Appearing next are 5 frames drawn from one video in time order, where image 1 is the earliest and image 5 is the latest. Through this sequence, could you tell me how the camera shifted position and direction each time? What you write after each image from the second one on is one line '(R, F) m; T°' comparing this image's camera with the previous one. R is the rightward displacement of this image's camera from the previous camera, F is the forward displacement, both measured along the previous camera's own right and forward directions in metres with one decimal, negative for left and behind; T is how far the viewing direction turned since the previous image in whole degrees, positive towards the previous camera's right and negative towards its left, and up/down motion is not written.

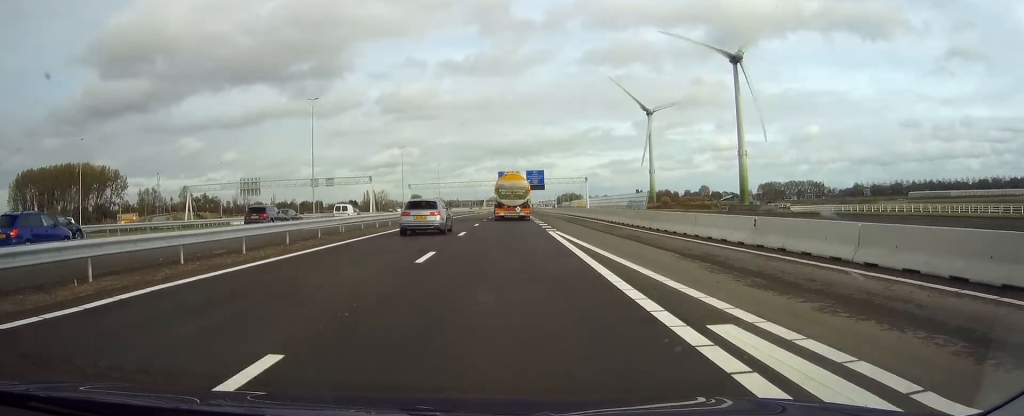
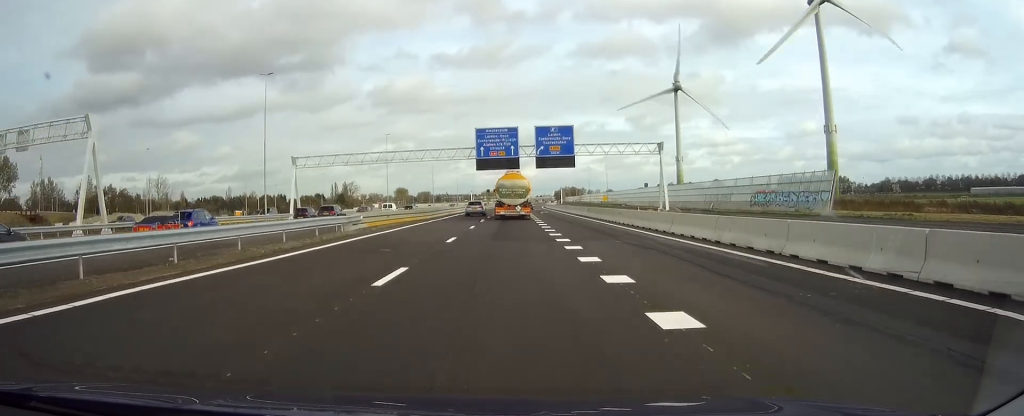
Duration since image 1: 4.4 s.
(+0.2, +100.7) m; +1°
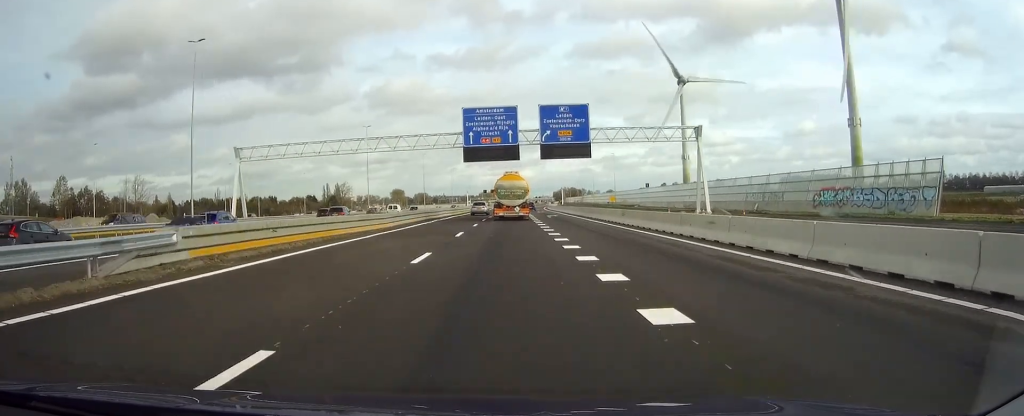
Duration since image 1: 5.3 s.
(+0.1, +19.8) m; 0°
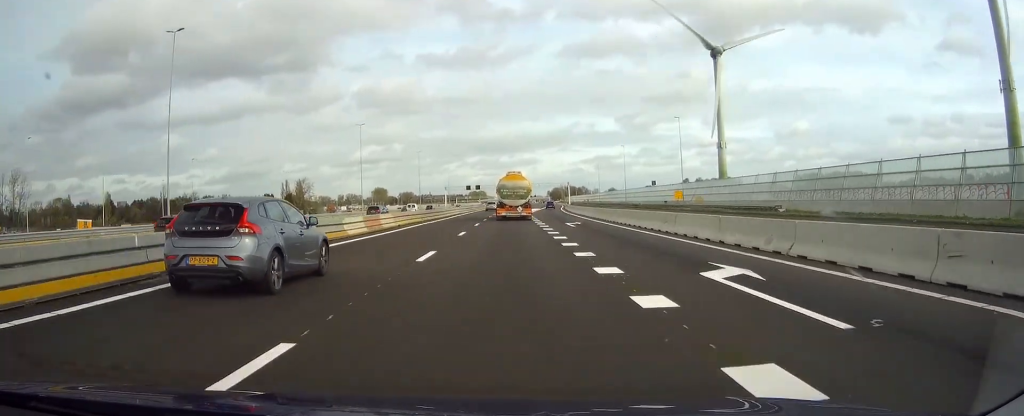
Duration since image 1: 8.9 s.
(+0.8, +83.5) m; +1°
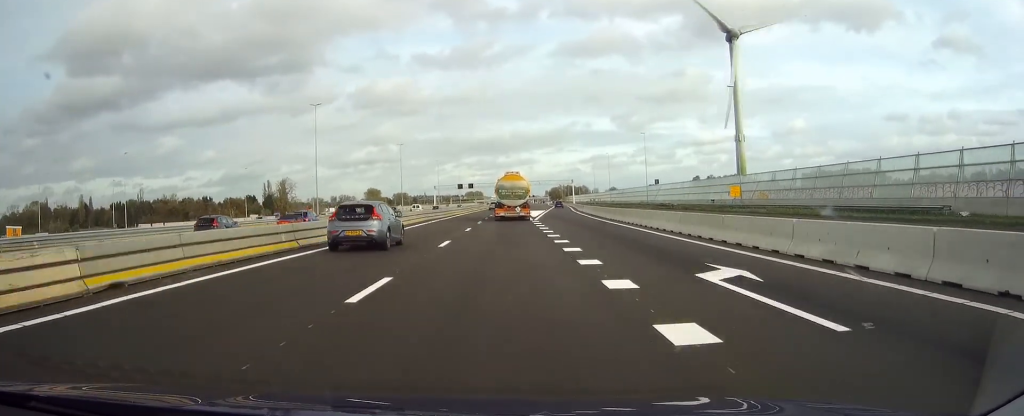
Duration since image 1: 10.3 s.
(+0.1, +30.3) m; 0°
